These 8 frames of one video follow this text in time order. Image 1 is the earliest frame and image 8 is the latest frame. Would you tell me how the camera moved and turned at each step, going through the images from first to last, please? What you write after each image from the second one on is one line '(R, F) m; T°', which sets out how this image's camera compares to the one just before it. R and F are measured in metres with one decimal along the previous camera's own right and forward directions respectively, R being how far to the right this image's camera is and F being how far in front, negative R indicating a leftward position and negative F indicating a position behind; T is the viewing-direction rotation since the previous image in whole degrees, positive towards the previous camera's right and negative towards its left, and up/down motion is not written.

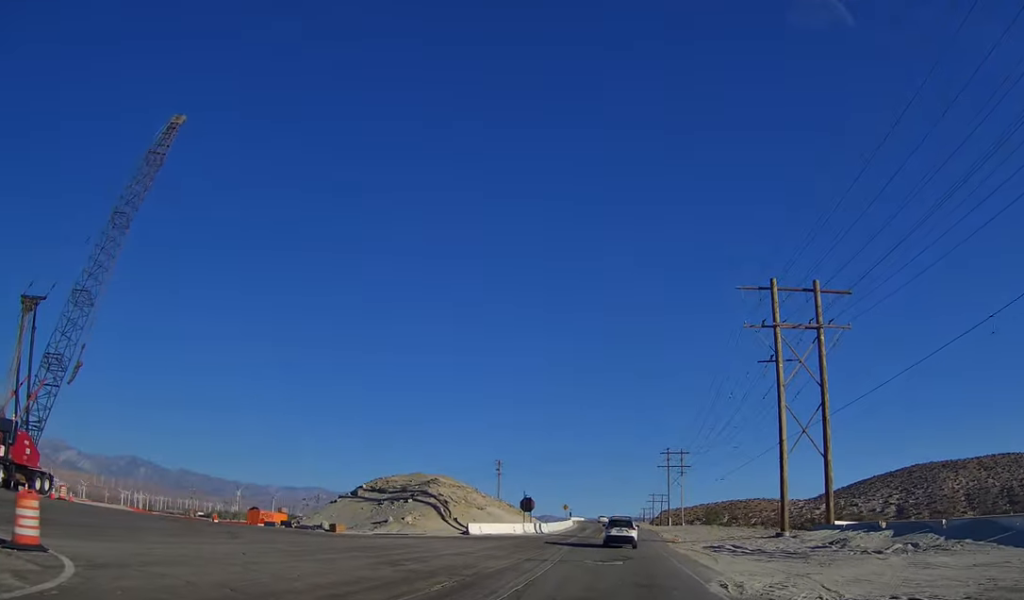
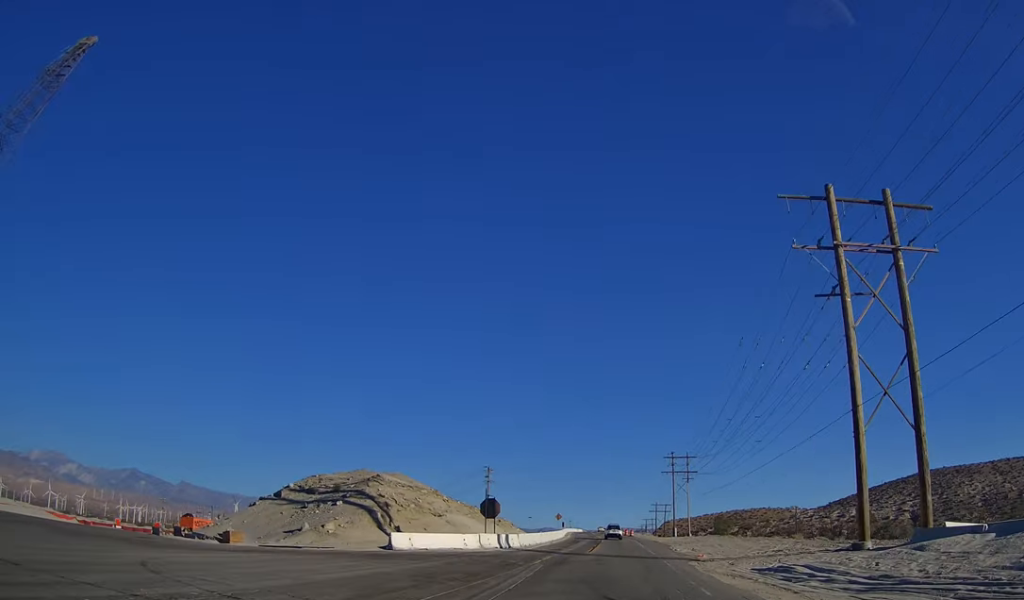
(-0.3, +17.6) m; -2°
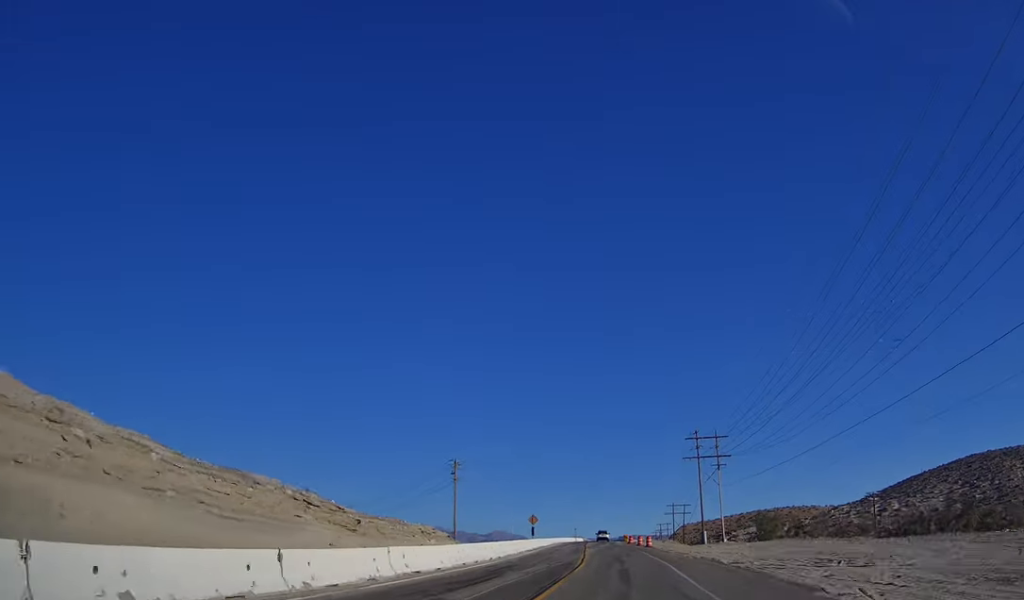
(-0.7, +36.9) m; -2°
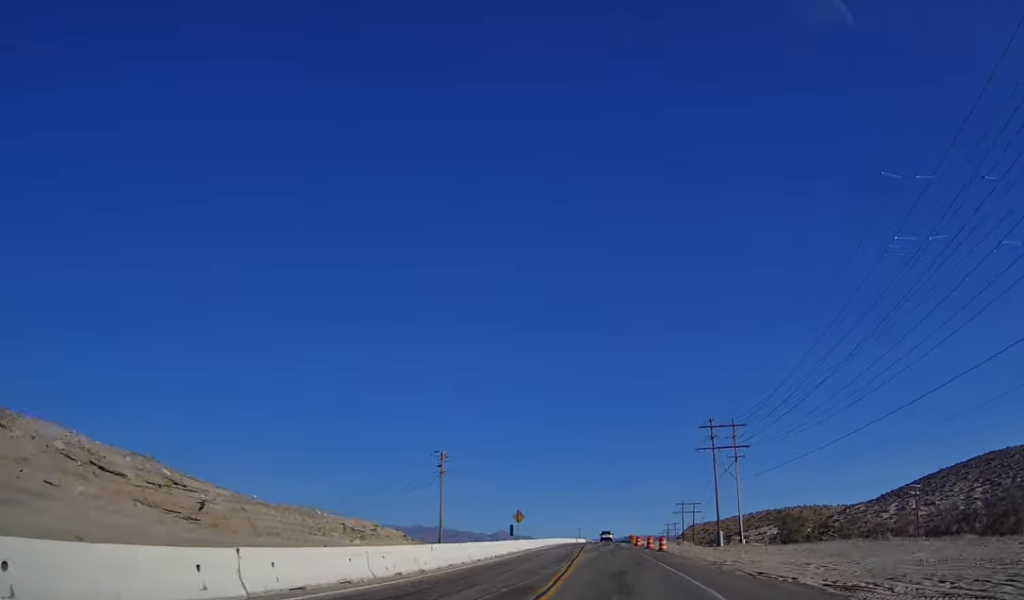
(0.0, +12.9) m; 0°
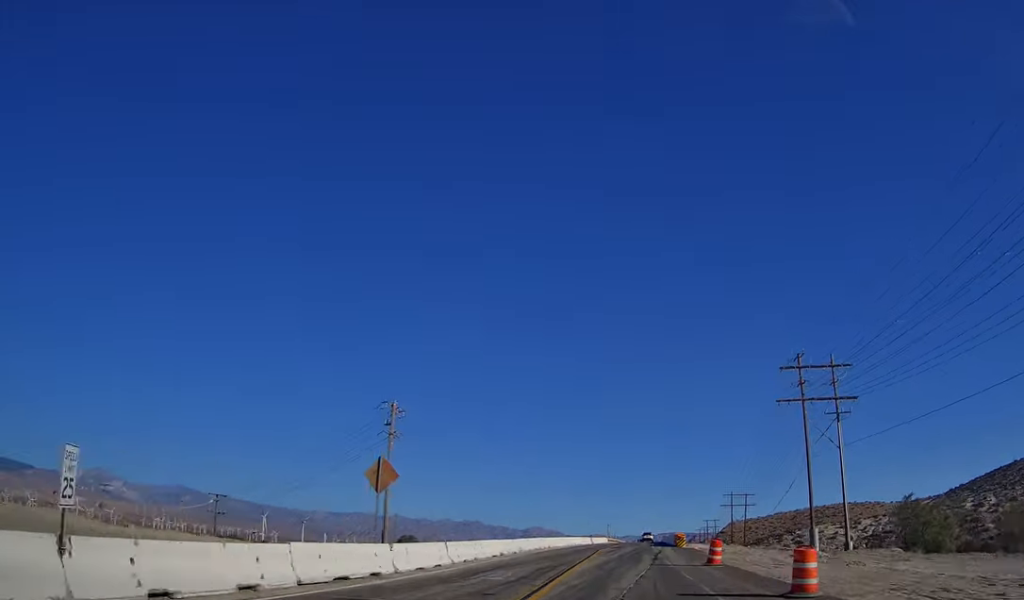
(+0.1, +38.1) m; 0°
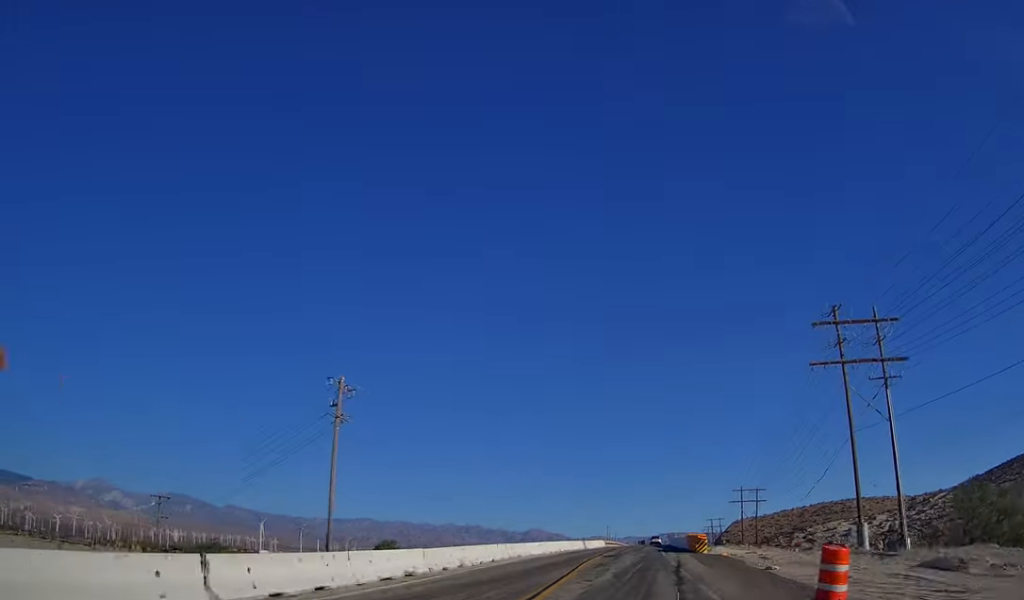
(0.0, +15.0) m; -1°
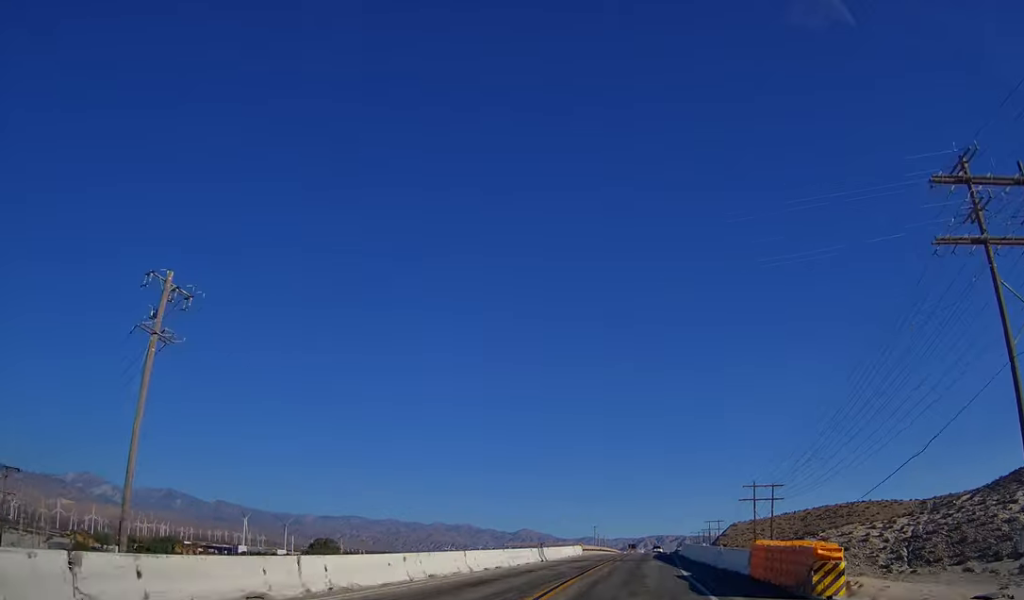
(-0.3, +27.2) m; -1°
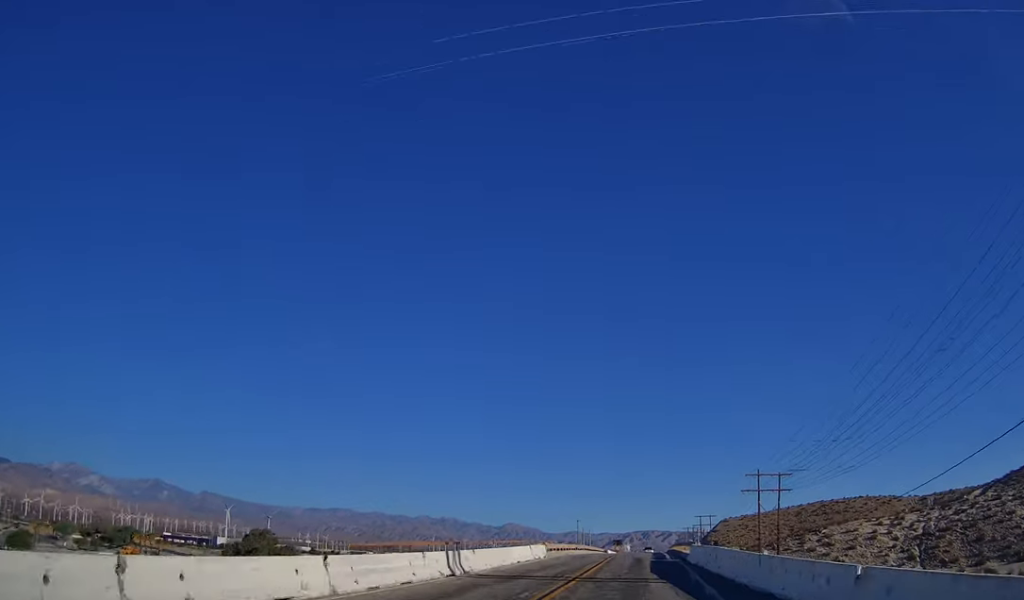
(-0.8, +17.9) m; 0°
